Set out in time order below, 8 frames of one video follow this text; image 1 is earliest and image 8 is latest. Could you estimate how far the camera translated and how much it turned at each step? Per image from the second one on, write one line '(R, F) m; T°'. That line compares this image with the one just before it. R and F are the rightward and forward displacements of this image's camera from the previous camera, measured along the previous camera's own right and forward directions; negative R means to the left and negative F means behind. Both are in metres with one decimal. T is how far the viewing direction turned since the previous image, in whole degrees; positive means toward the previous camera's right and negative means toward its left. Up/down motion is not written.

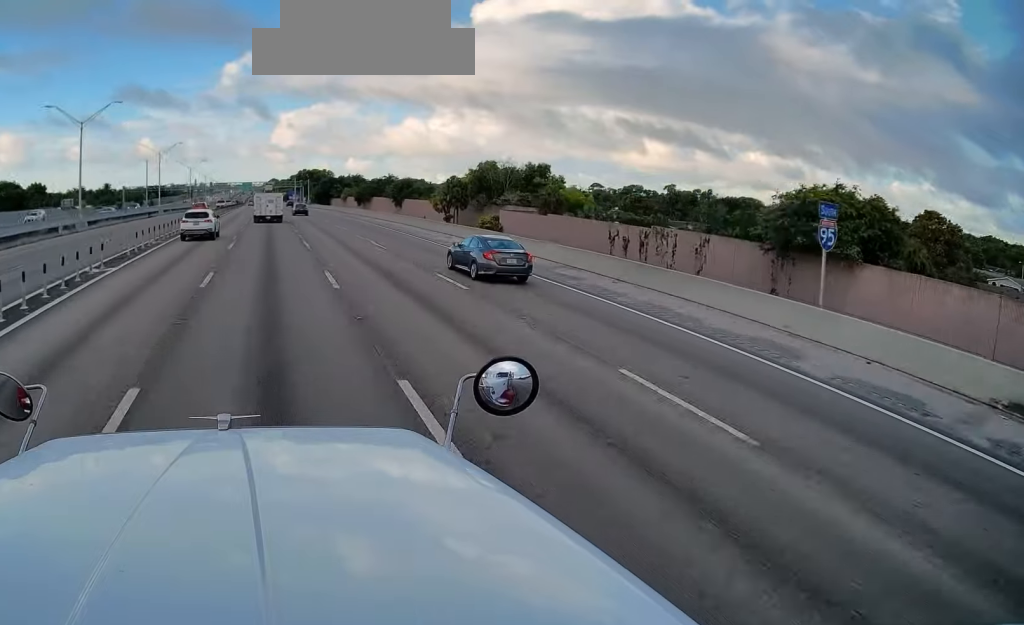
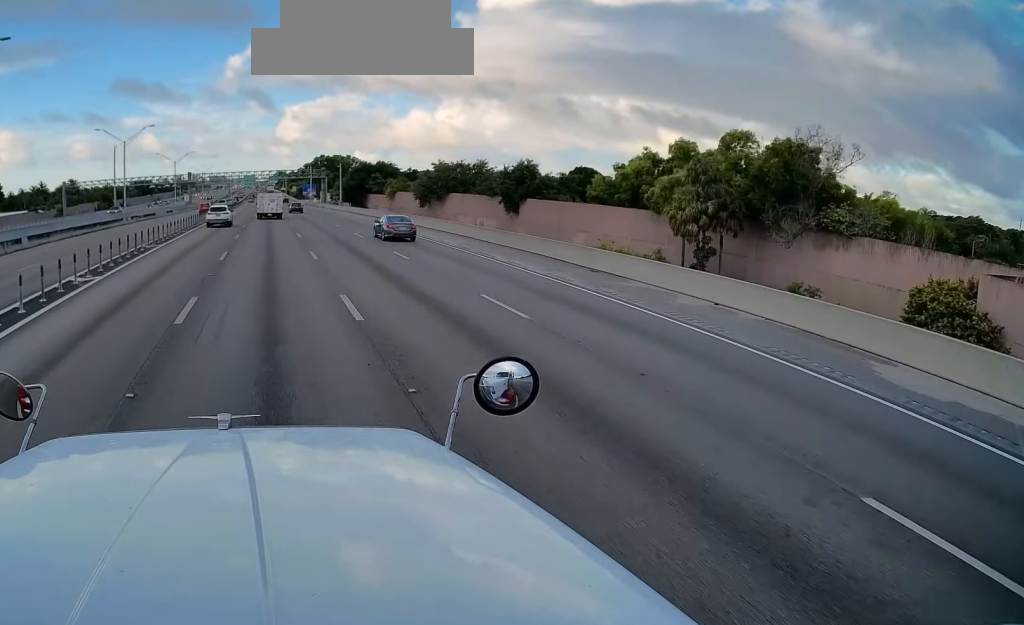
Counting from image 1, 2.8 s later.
(+0.1, +78.7) m; 0°
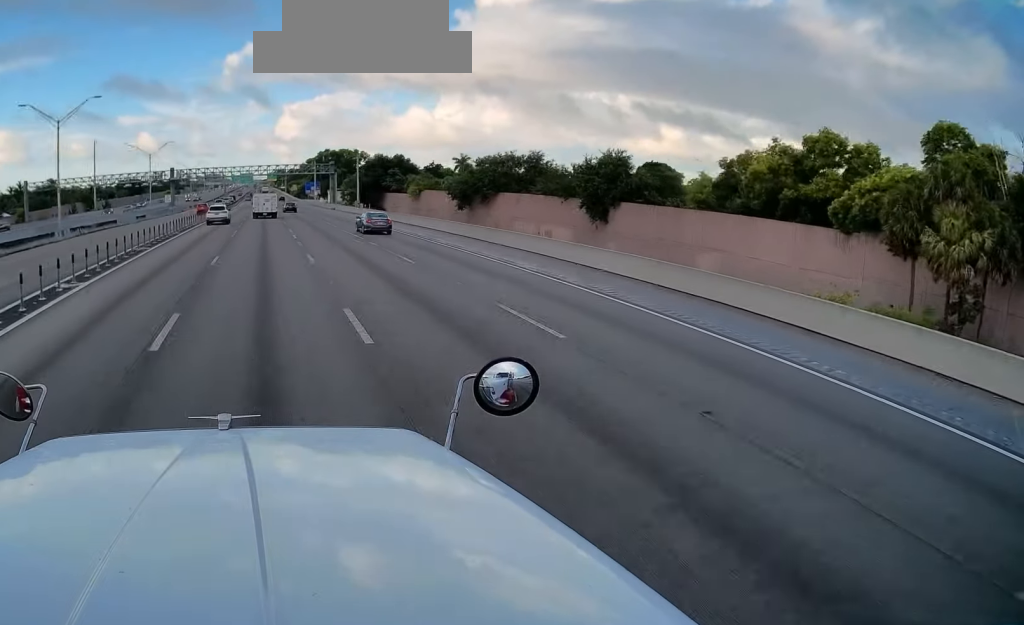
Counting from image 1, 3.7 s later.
(0.0, +26.7) m; 0°
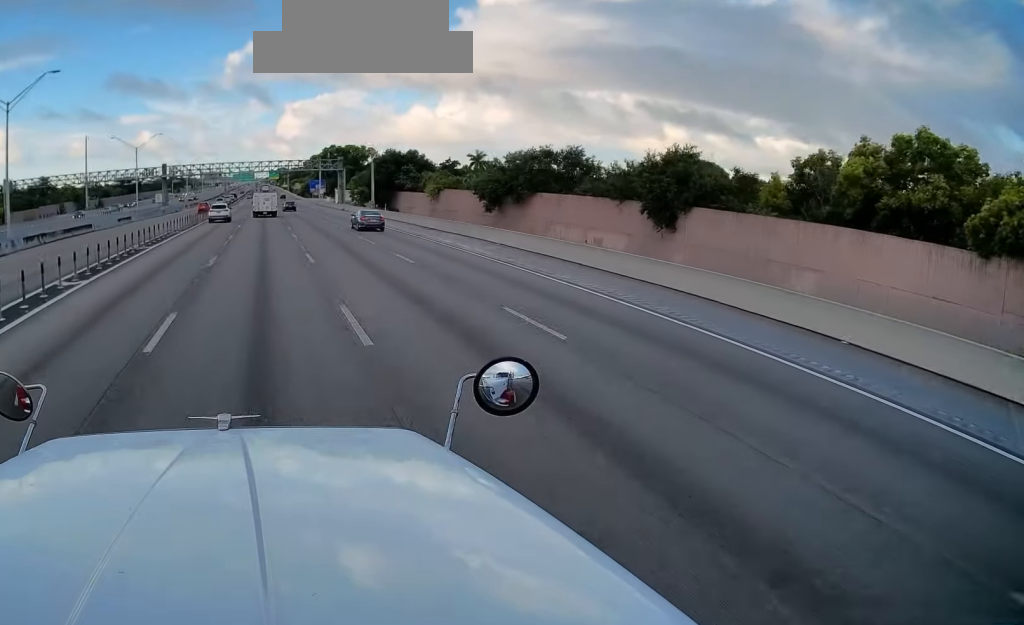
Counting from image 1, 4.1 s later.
(+0.3, +12.4) m; 0°
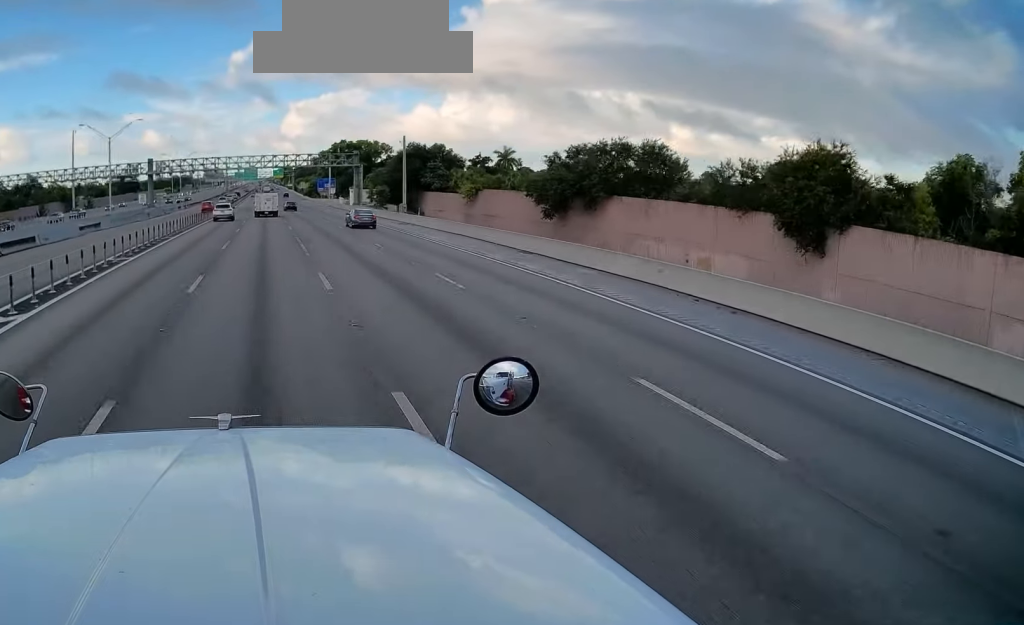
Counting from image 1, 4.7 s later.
(-0.2, +17.3) m; 0°
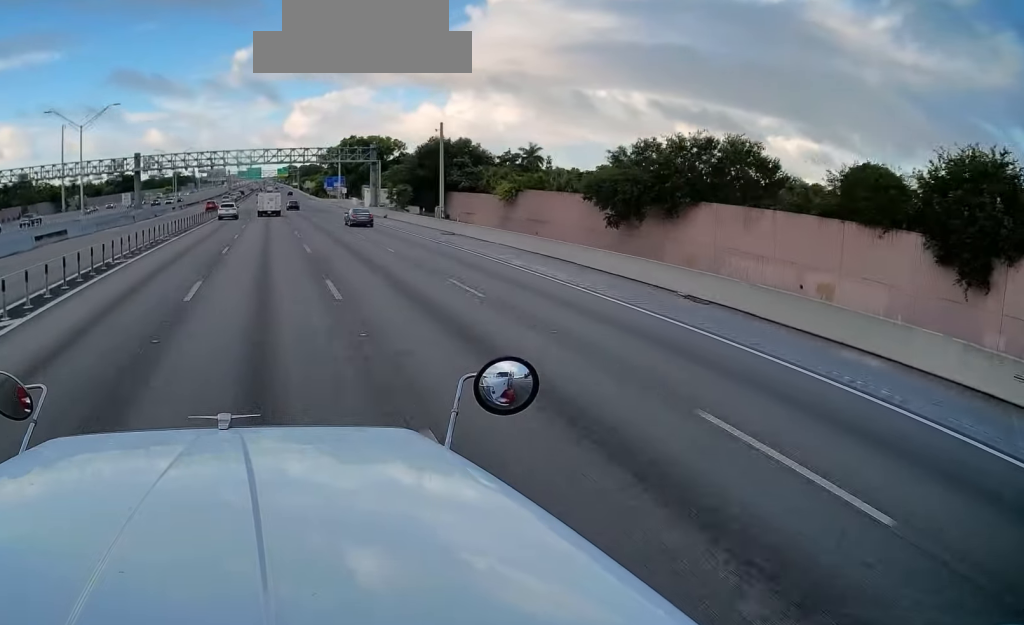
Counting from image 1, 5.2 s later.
(-0.1, +13.5) m; 0°
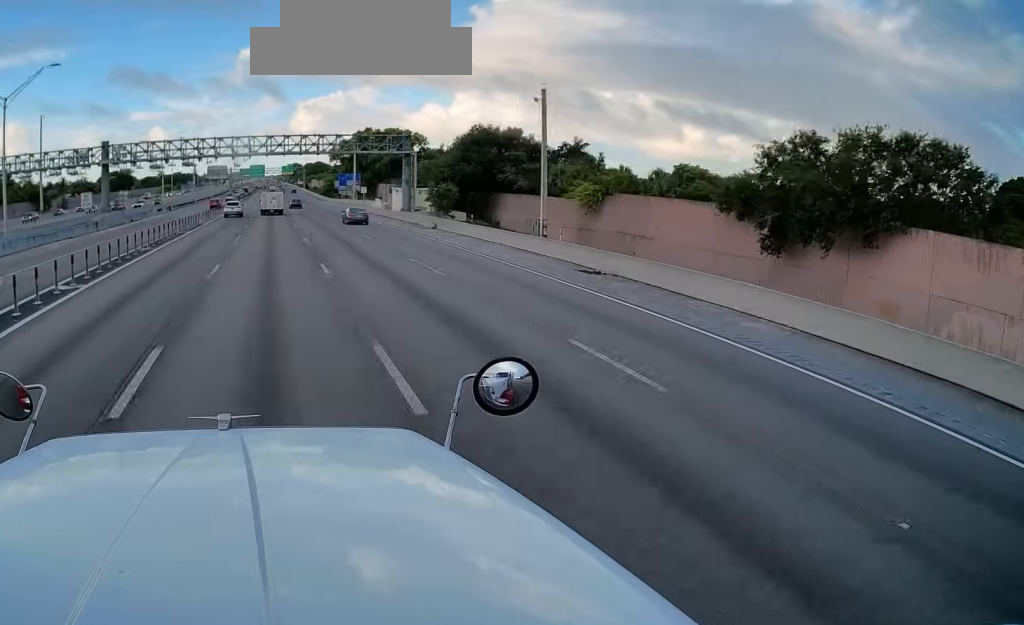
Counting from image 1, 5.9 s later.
(0.0, +21.2) m; 0°
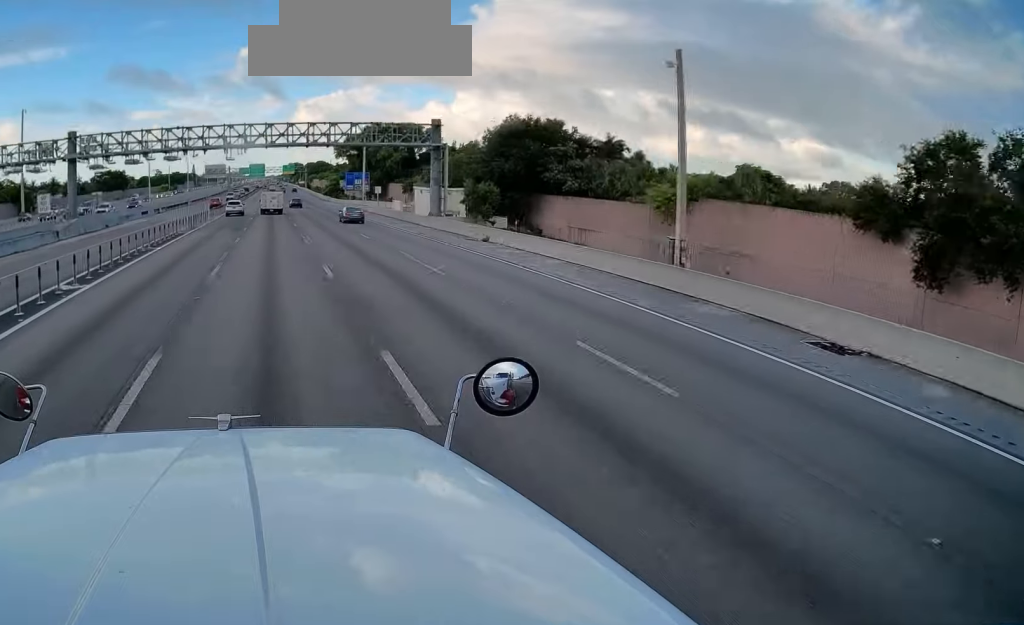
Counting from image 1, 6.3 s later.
(0.0, +11.6) m; 0°
